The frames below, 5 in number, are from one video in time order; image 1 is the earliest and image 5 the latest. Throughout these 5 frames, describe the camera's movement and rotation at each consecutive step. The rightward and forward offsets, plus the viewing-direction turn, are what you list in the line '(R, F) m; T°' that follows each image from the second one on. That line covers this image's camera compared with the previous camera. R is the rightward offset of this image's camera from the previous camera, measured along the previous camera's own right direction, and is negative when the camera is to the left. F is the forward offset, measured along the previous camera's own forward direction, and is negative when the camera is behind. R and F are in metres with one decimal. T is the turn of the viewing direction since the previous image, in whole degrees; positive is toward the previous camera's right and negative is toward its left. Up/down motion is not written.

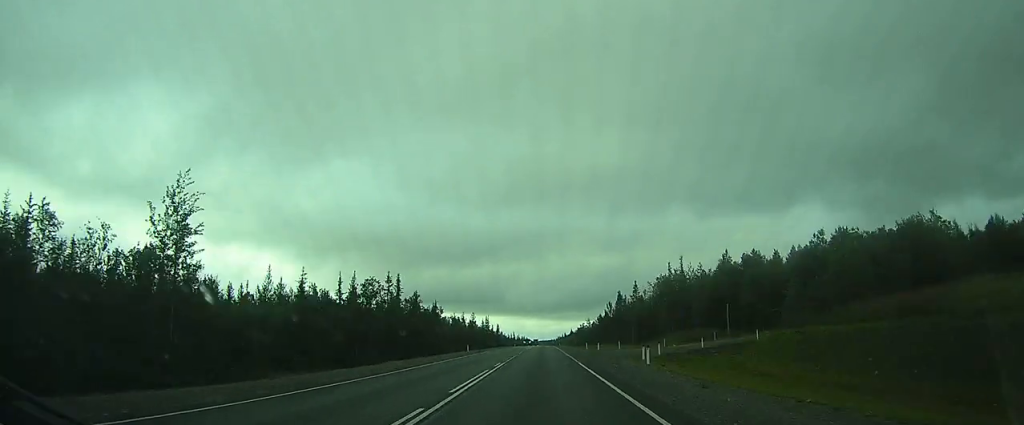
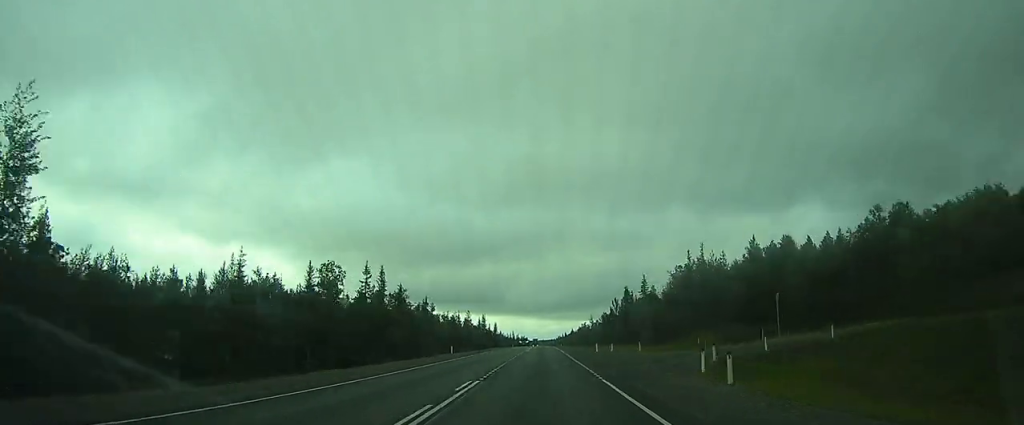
(0.0, +11.8) m; 0°
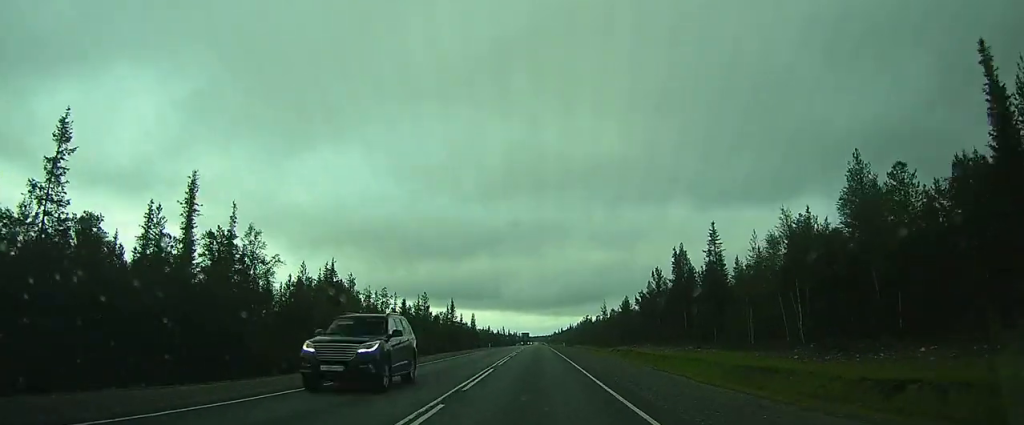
(+0.1, +54.6) m; 0°
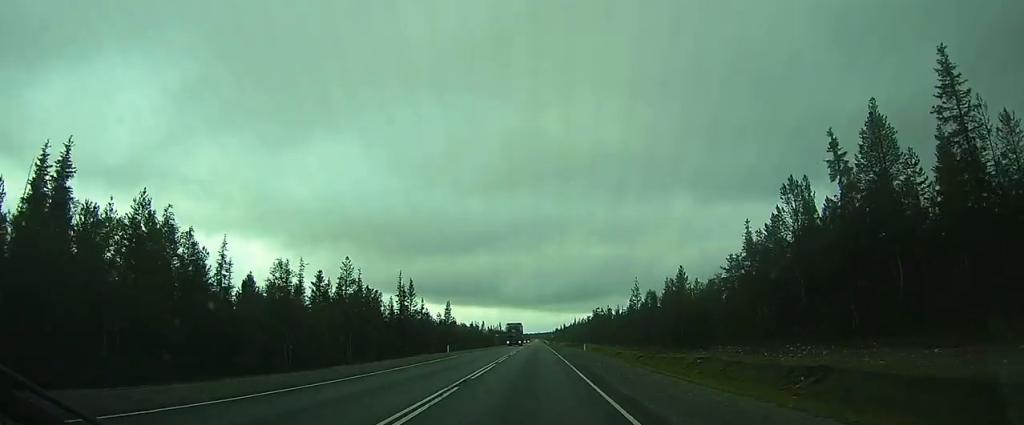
(-0.1, +45.0) m; 0°
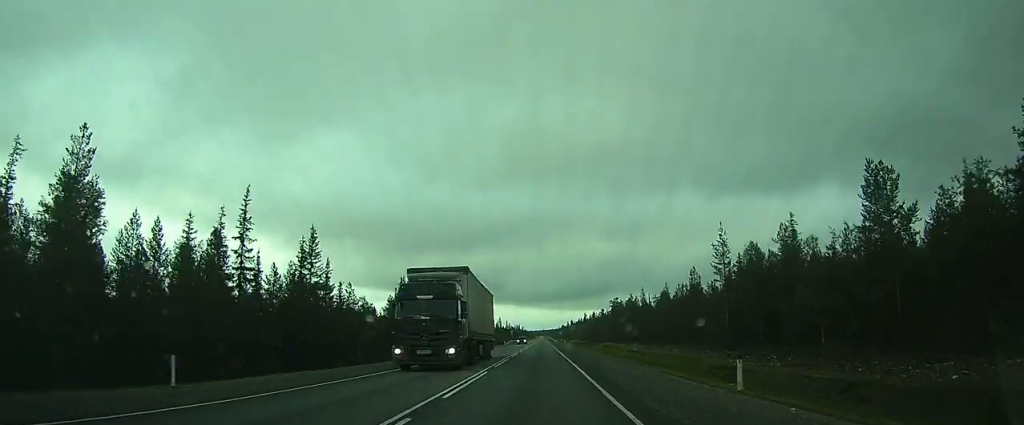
(-0.1, +42.5) m; 0°
